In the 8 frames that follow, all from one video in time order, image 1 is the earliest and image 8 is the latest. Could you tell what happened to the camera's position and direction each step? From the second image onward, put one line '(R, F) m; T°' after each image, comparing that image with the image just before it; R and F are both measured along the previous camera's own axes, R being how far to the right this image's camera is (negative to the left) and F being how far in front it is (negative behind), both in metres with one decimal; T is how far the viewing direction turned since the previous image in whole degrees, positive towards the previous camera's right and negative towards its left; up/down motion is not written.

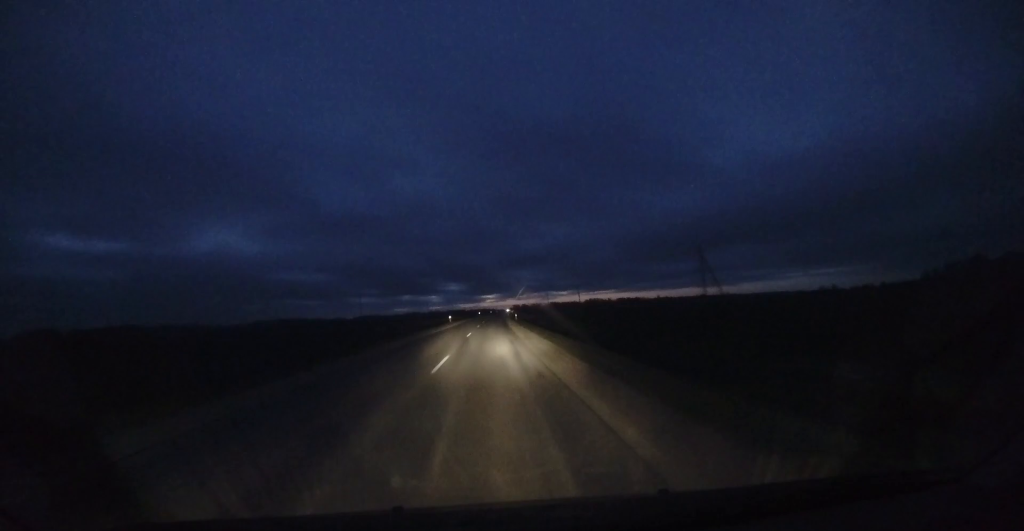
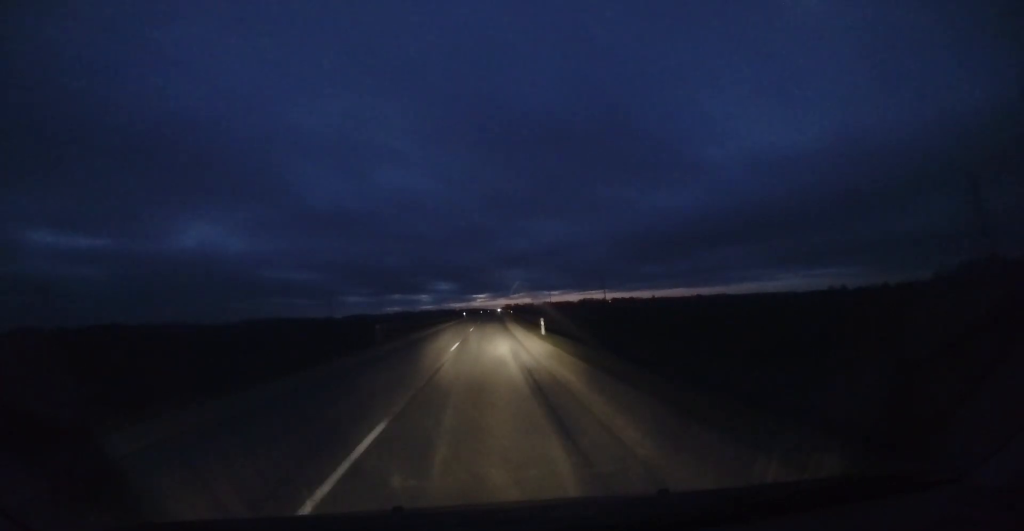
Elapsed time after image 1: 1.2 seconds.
(+0.8, +31.6) m; +2°
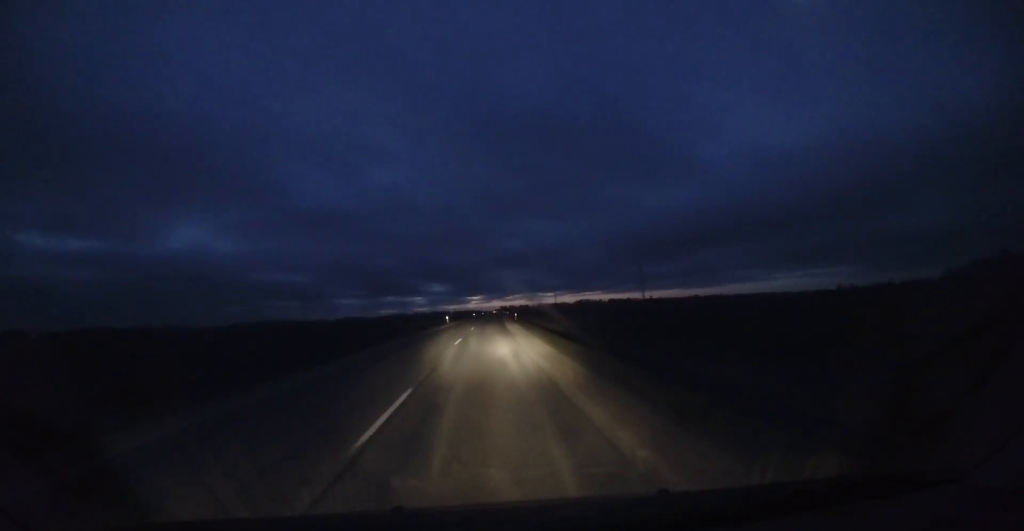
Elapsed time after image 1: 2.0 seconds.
(+0.1, +21.9) m; +1°
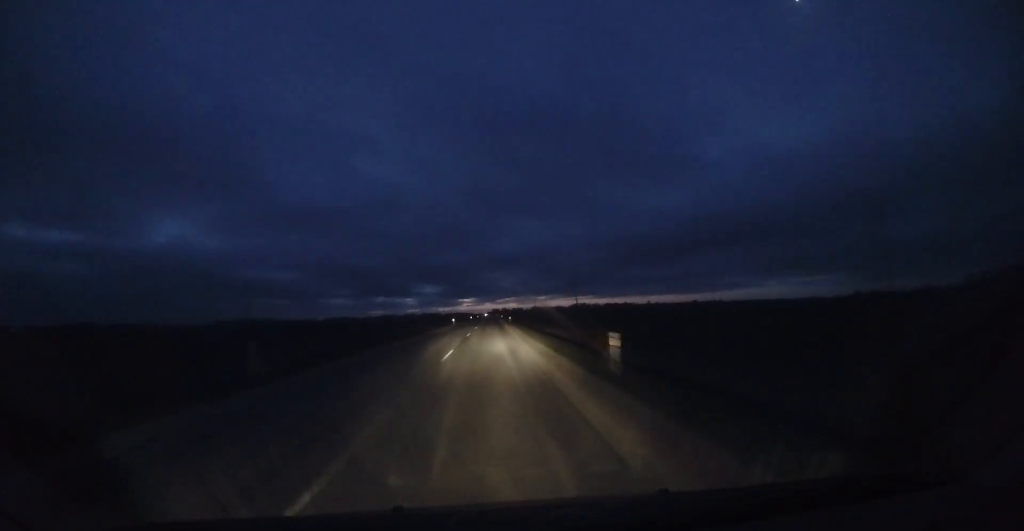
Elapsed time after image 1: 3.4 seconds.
(+0.3, +39.3) m; 0°
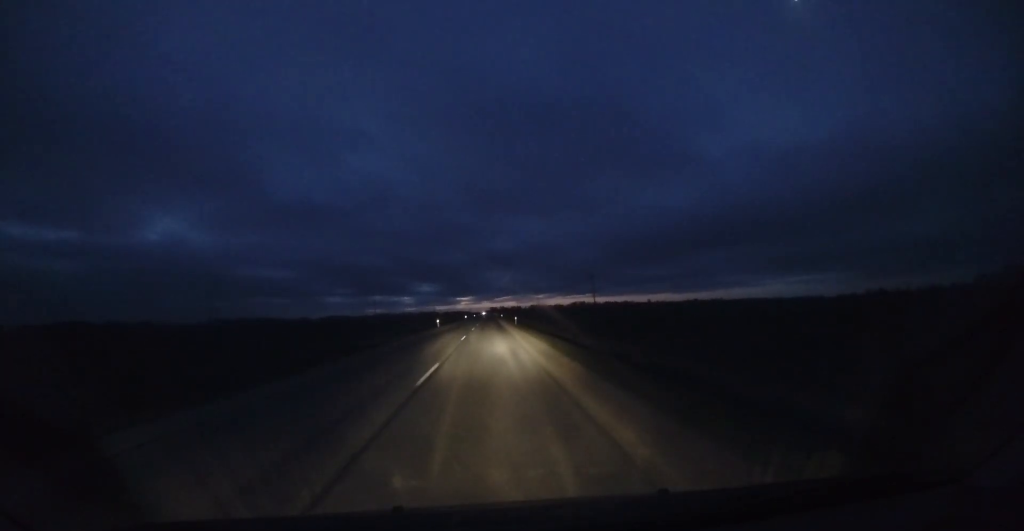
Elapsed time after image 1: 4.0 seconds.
(-0.2, +16.7) m; 0°
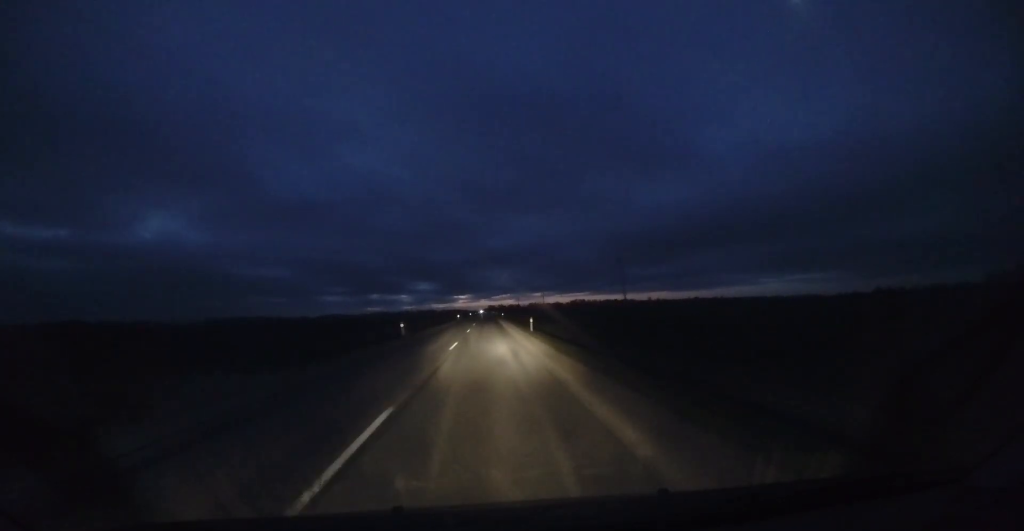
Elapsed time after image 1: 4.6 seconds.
(+0.1, +16.6) m; 0°
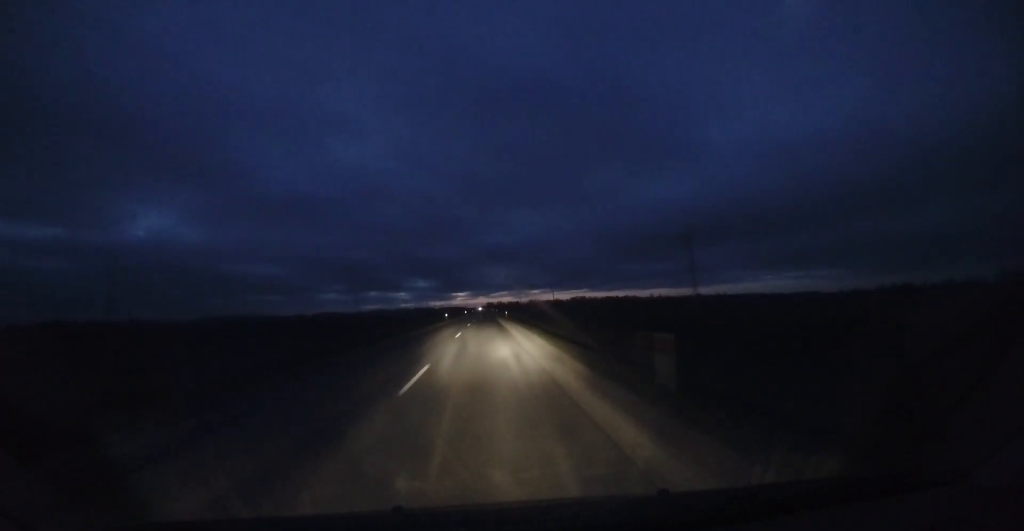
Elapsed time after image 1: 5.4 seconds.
(+0.2, +20.1) m; +1°
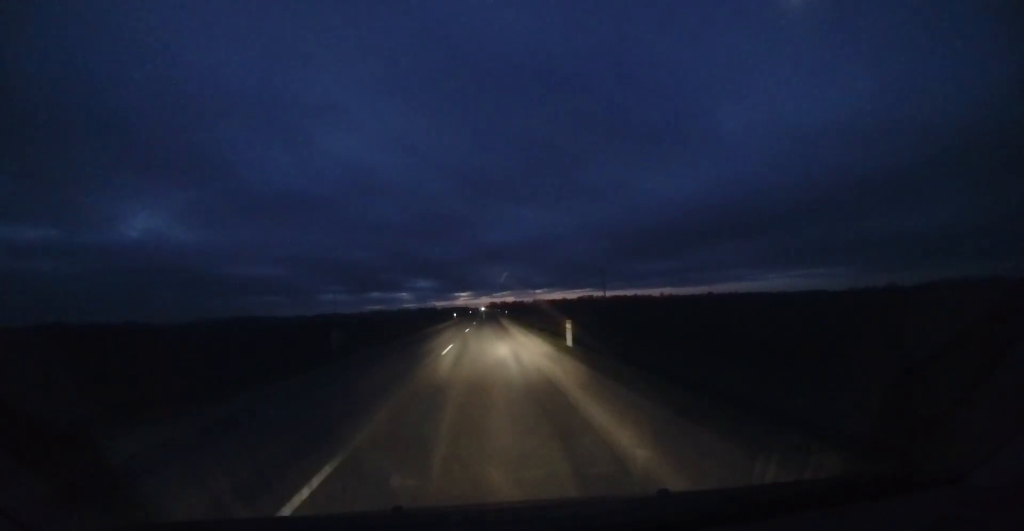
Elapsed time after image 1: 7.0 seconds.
(0.0, +41.8) m; -1°
